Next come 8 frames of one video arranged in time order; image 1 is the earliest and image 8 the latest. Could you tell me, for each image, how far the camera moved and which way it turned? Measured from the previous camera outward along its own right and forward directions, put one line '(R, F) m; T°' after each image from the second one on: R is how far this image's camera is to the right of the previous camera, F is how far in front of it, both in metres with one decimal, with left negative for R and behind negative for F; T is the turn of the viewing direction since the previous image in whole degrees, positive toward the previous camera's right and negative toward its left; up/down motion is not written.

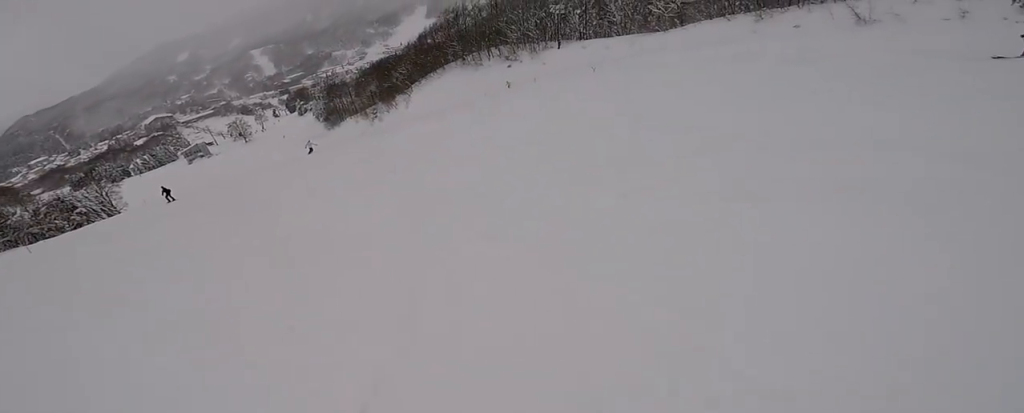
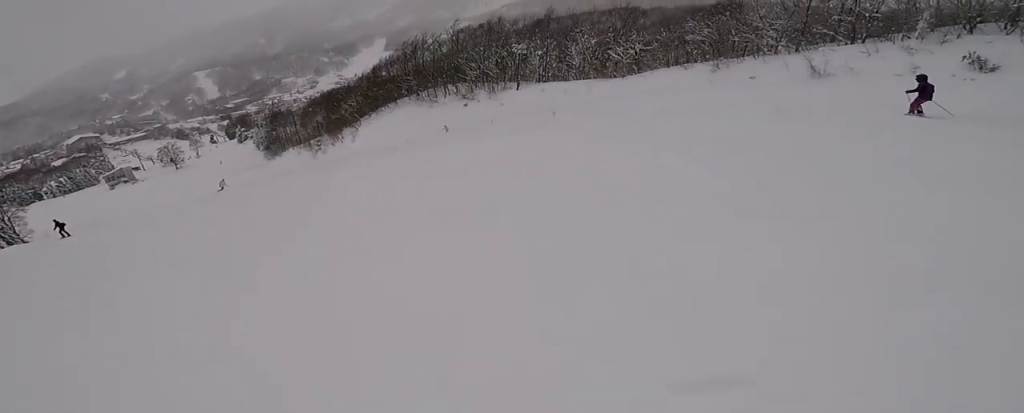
(-0.7, +2.2) m; -12°
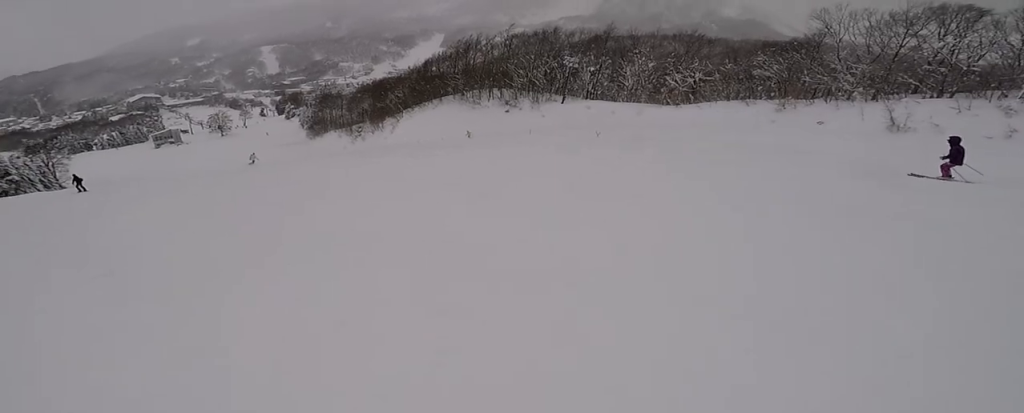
(-0.2, +1.9) m; -9°
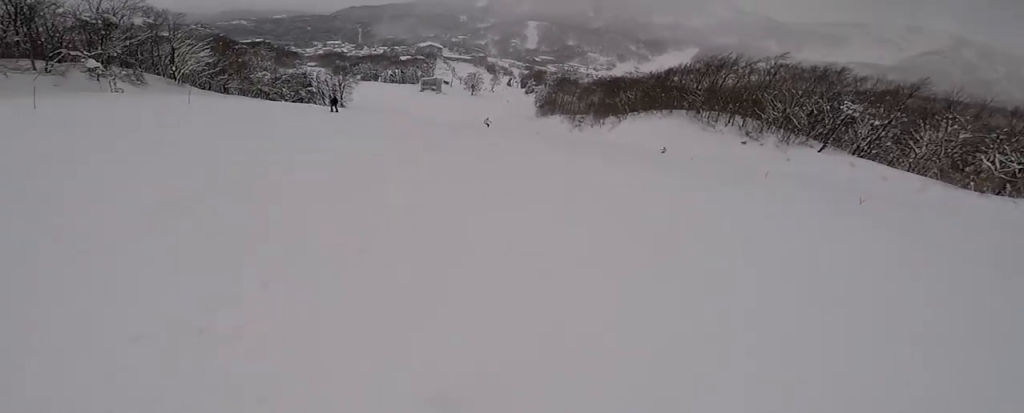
(+0.1, +2.5) m; -13°
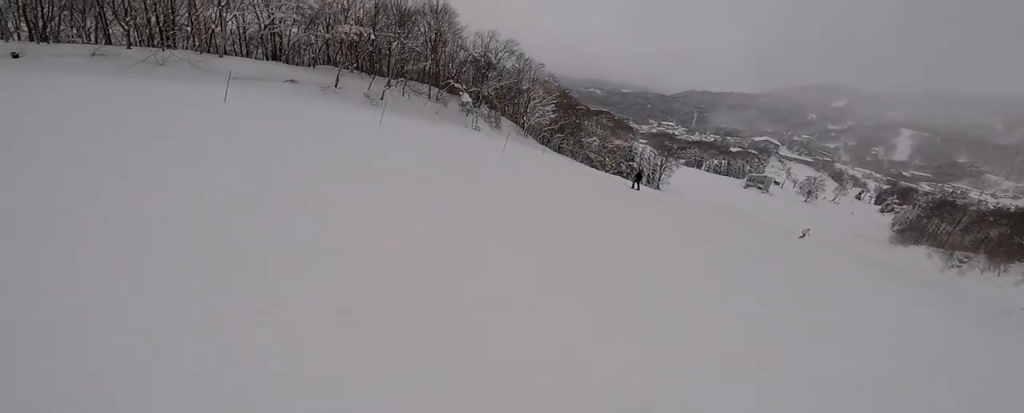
(-1.9, +5.1) m; -32°
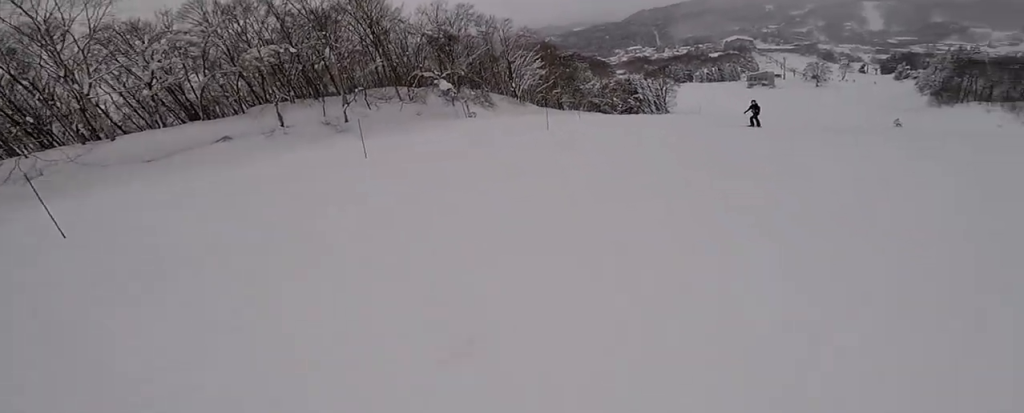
(+1.2, +8.4) m; +32°
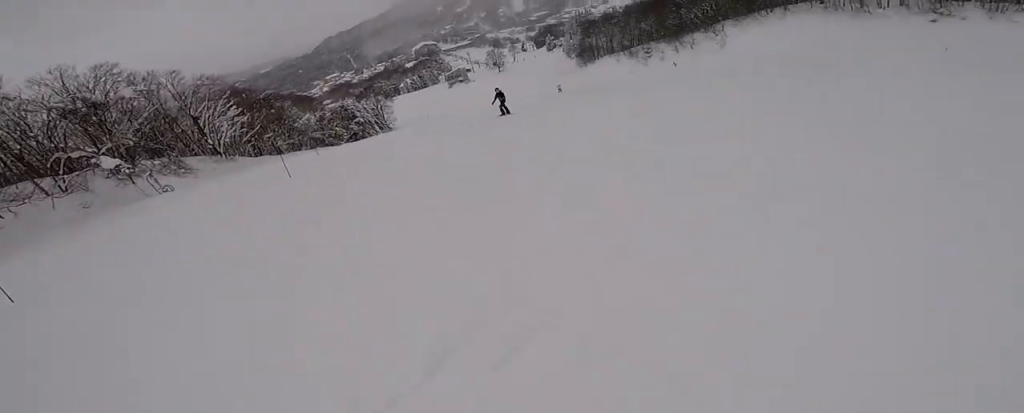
(+0.8, +2.6) m; +35°
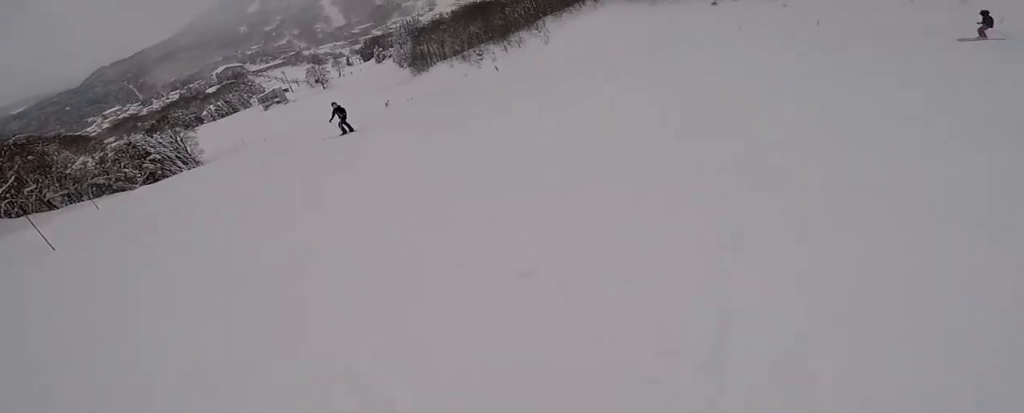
(+0.5, +1.8) m; +15°
